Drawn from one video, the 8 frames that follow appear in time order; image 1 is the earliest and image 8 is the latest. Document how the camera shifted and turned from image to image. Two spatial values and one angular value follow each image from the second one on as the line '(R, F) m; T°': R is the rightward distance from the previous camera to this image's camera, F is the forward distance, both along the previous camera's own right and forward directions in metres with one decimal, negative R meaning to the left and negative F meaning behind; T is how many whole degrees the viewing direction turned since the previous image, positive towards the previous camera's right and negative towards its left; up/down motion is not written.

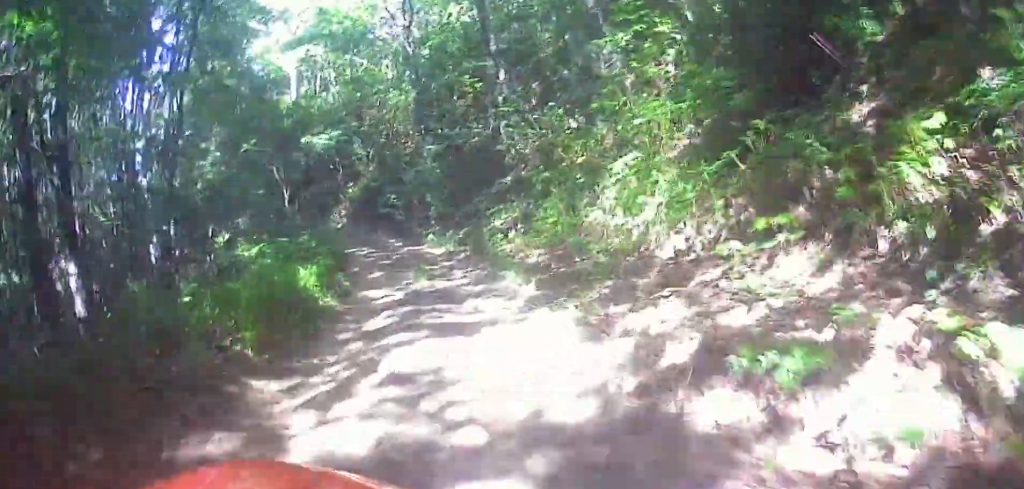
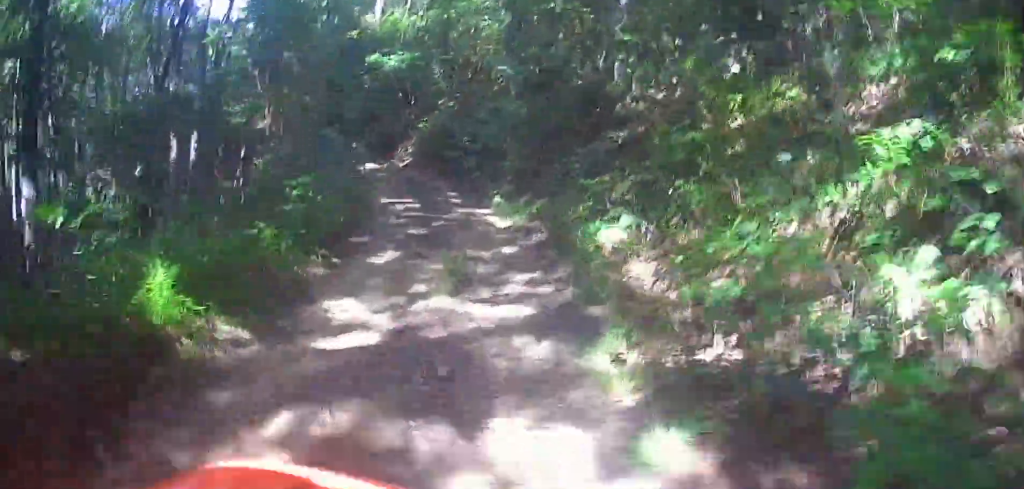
(-0.1, +3.4) m; 0°
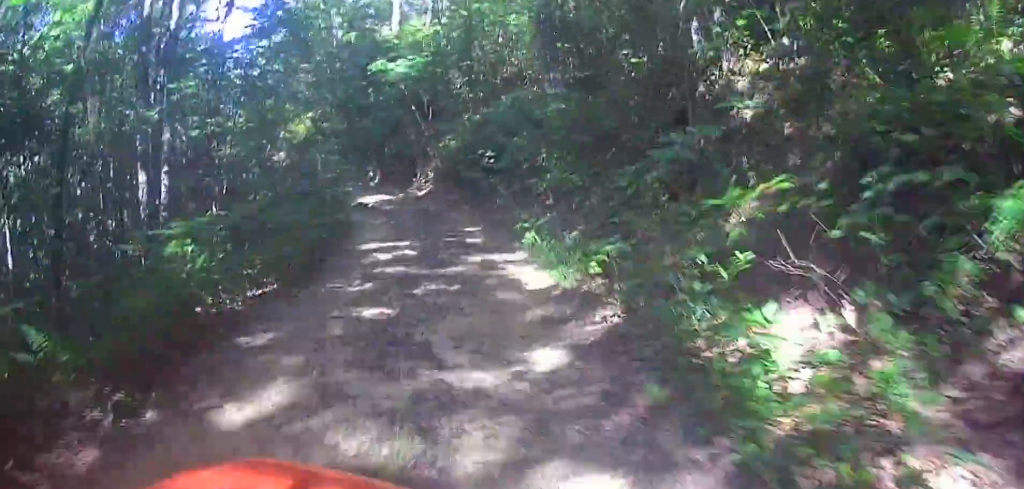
(0.0, +2.9) m; -2°
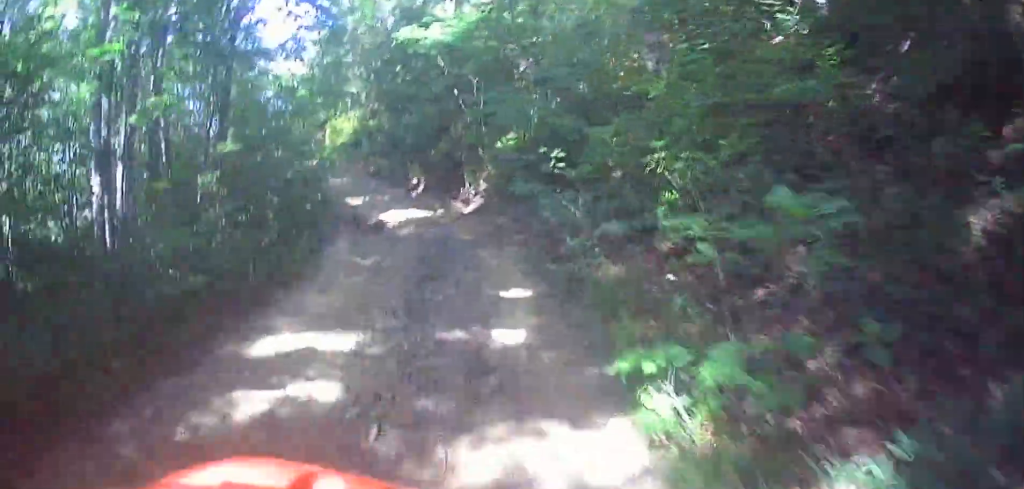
(+0.1, +4.3) m; -6°
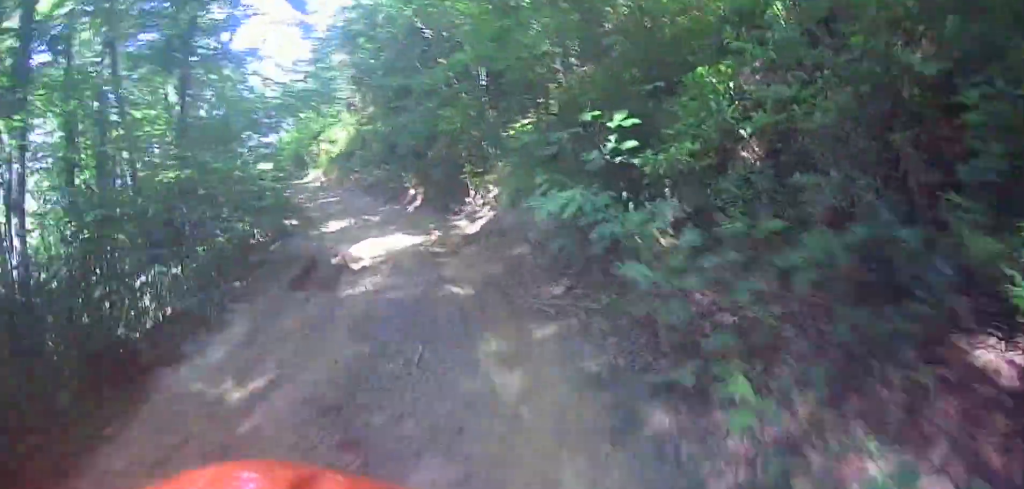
(-0.4, +4.0) m; -9°
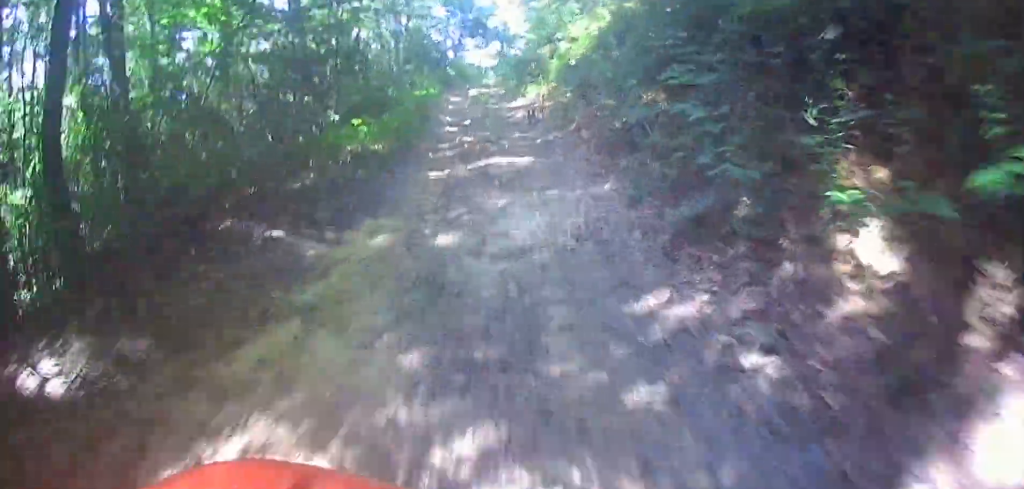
(-1.4, +15.2) m; -7°
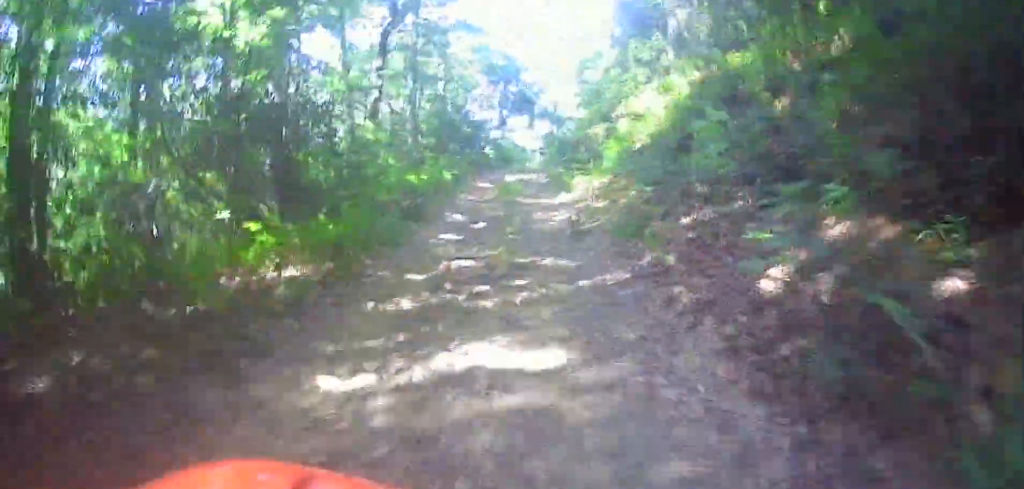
(-0.1, +4.6) m; -2°
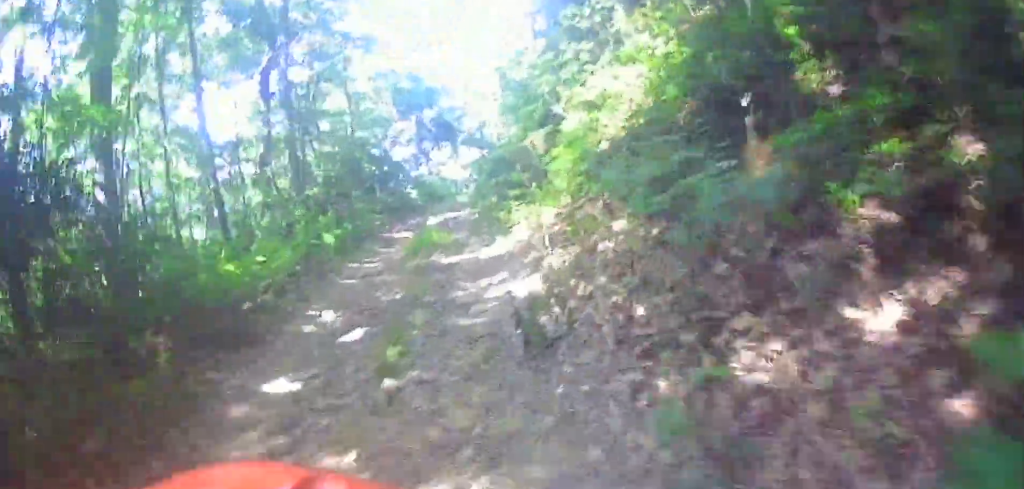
(0.0, +4.1) m; 0°
